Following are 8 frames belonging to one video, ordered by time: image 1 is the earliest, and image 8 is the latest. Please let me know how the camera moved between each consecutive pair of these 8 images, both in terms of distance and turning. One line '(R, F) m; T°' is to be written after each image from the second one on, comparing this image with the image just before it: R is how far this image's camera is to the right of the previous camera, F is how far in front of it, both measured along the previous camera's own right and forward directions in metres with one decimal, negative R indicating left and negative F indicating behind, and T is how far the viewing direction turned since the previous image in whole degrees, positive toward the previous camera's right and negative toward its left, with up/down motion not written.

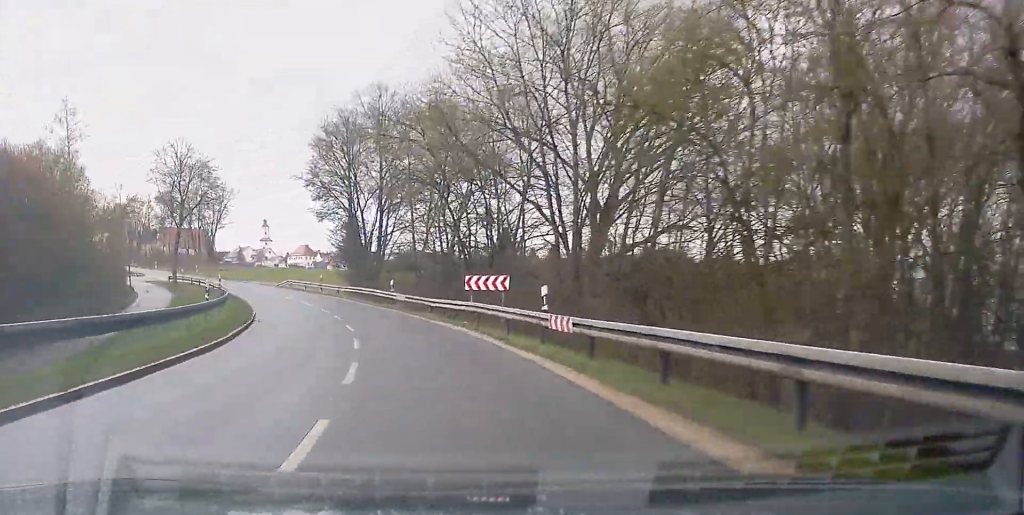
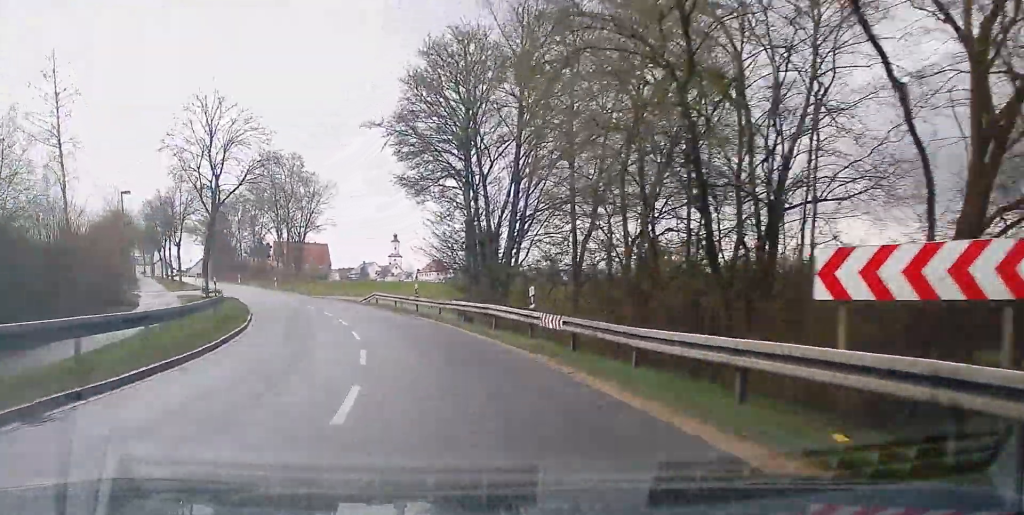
(-1.9, +21.4) m; -8°
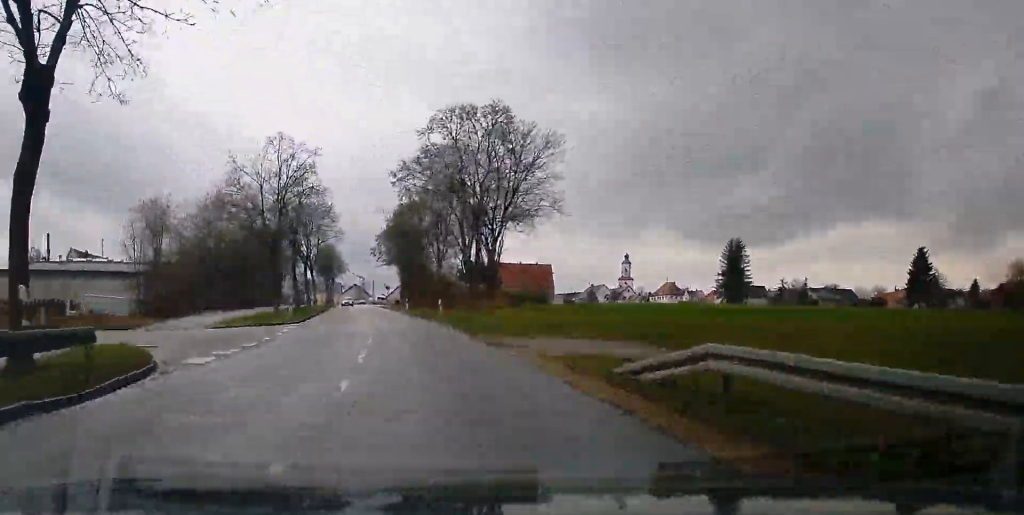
(-2.3, +35.0) m; -8°
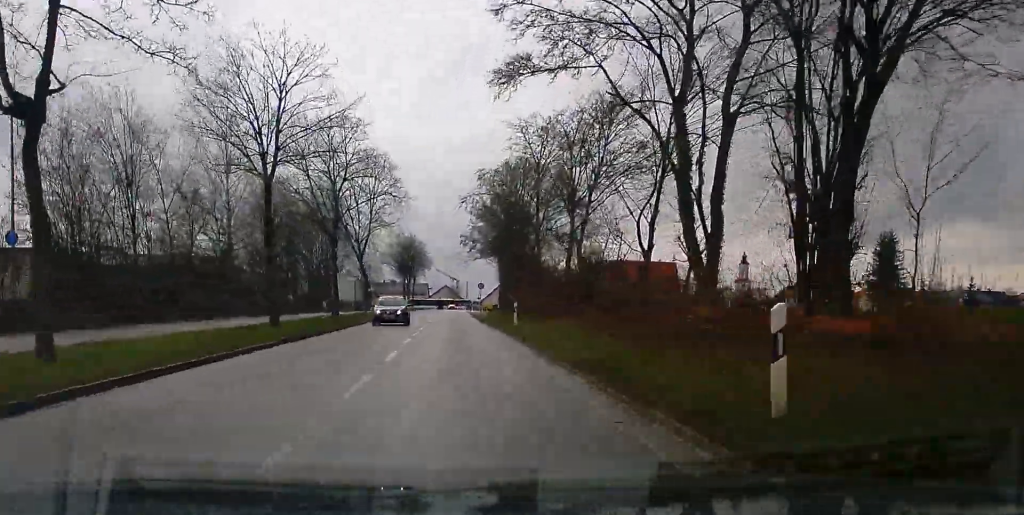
(-2.9, +35.2) m; -8°
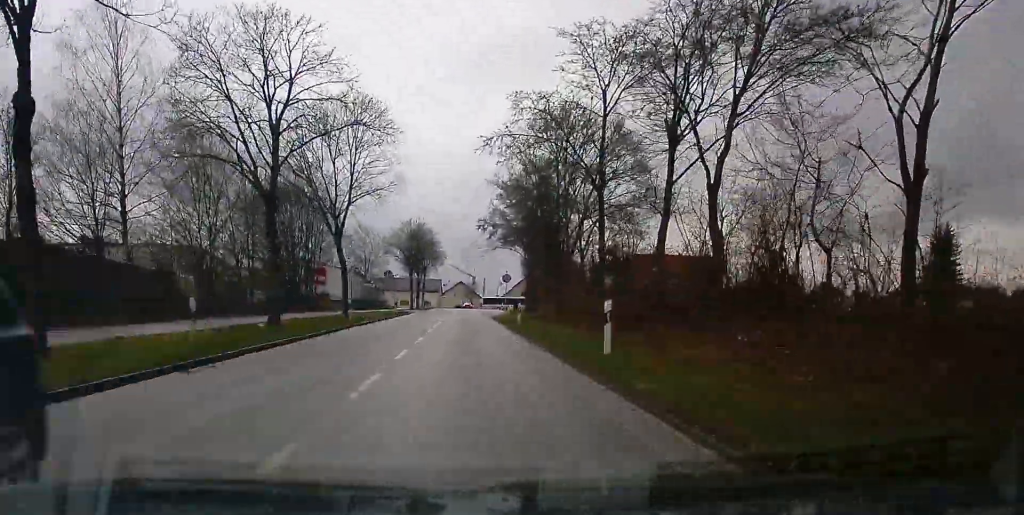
(-1.0, +18.0) m; -2°
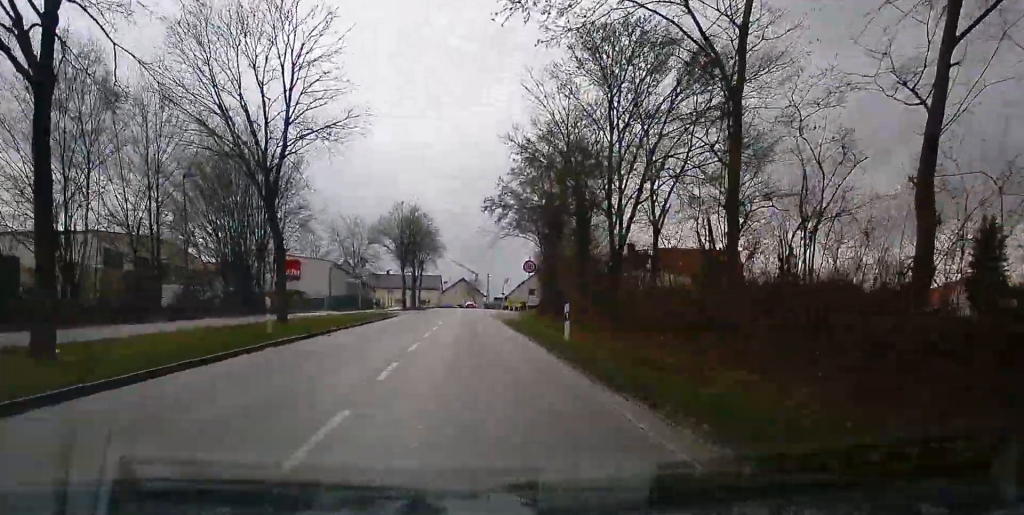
(-0.4, +16.8) m; -2°
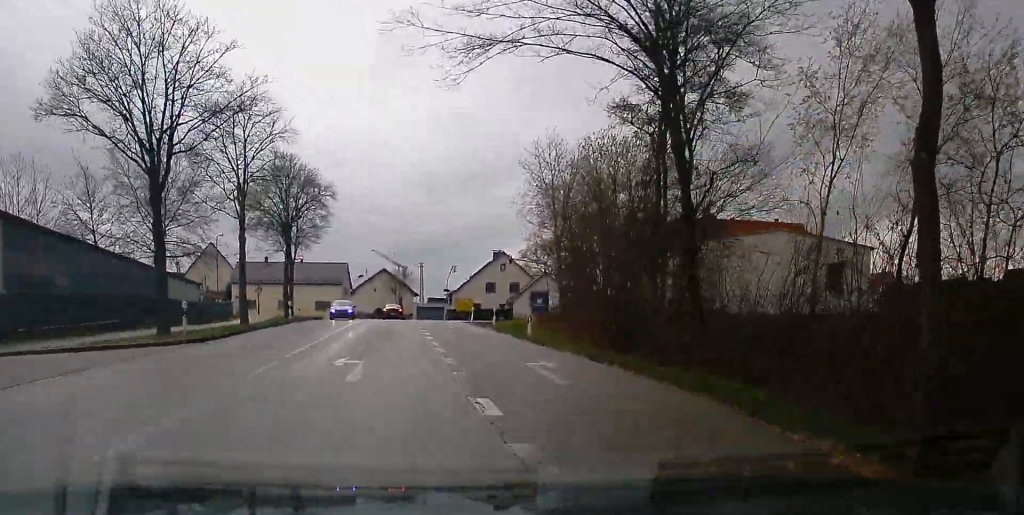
(-0.5, +57.7) m; +1°
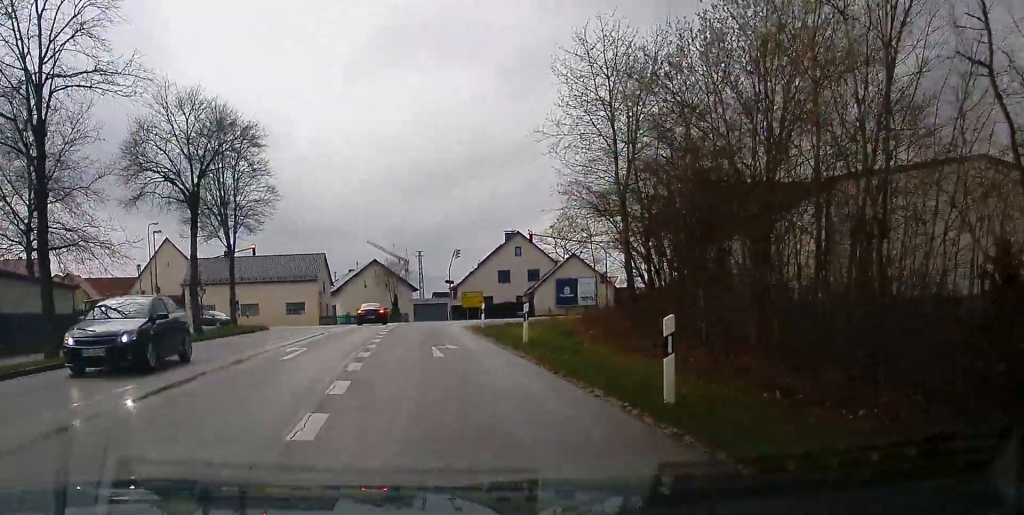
(+0.5, +17.9) m; 0°
